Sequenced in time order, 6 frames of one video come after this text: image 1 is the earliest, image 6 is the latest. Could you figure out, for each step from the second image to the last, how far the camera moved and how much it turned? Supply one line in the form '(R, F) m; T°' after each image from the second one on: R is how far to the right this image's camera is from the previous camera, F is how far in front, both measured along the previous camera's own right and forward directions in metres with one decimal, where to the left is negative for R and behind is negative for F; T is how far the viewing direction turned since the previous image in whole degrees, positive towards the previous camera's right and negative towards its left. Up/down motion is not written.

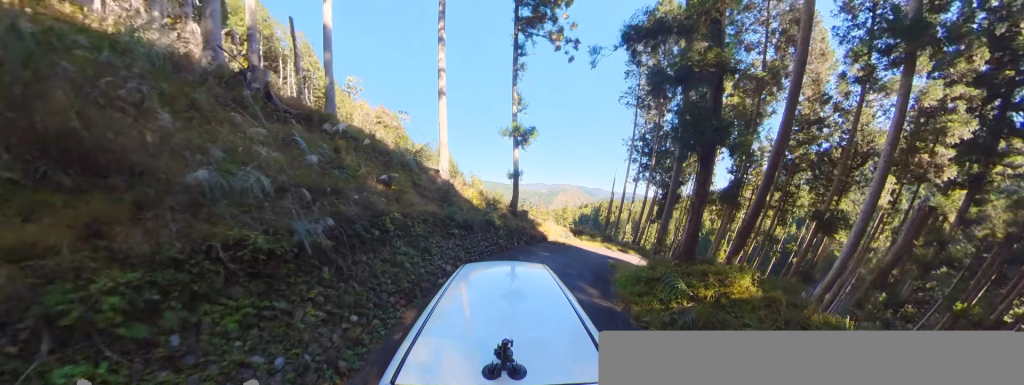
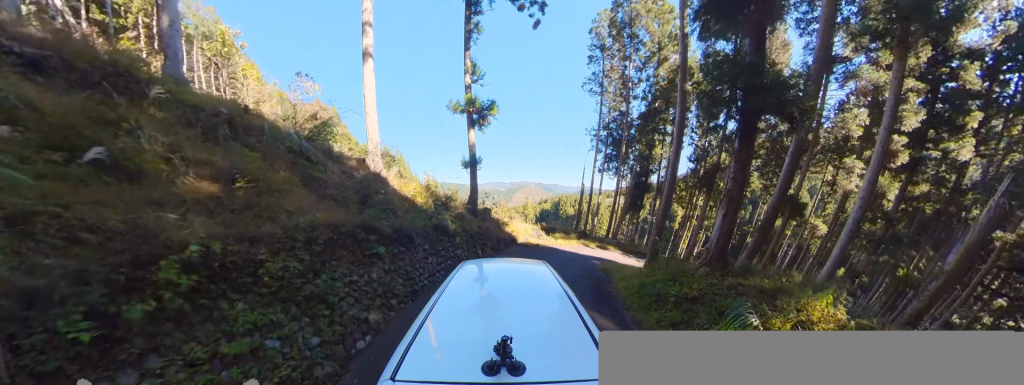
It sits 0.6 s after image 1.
(-0.2, +2.9) m; +8°
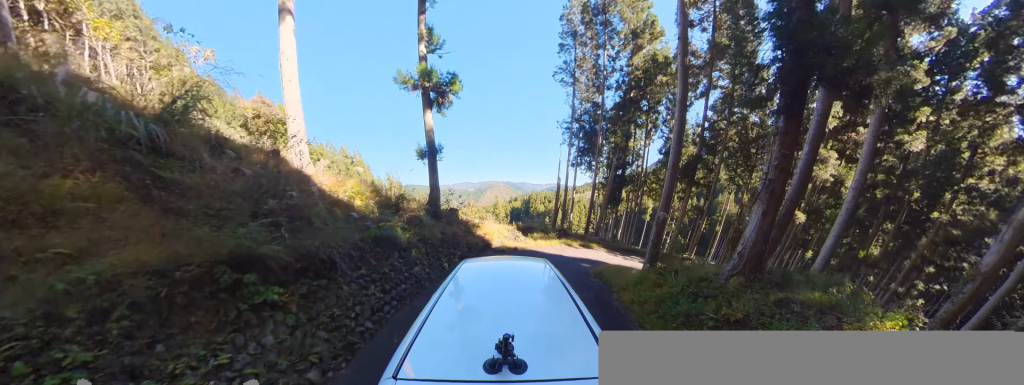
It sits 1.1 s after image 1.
(+0.3, +1.9) m; +19°
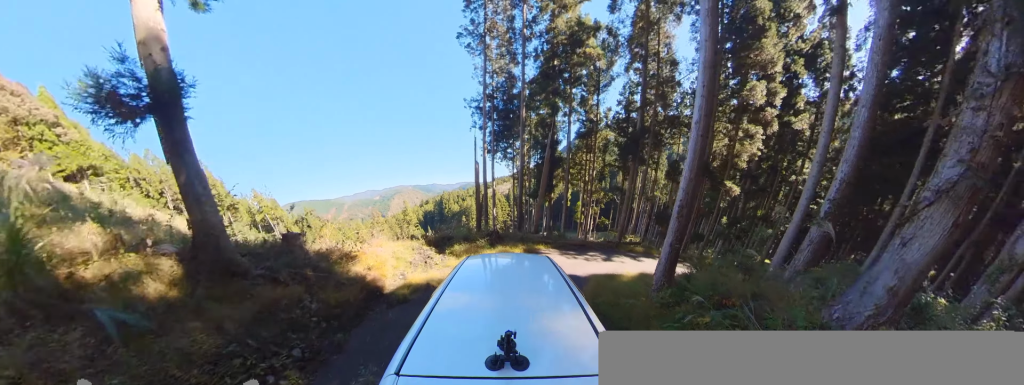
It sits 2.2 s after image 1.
(+2.1, +4.4) m; +37°
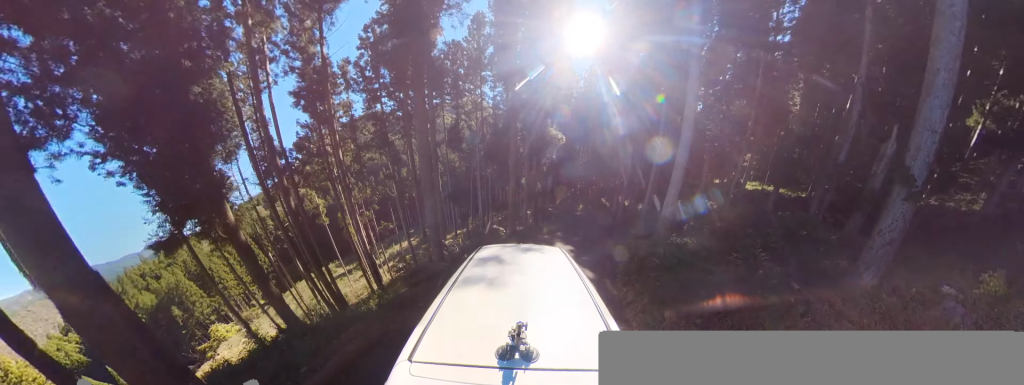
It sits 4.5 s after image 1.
(+0.1, +12.4) m; -10°
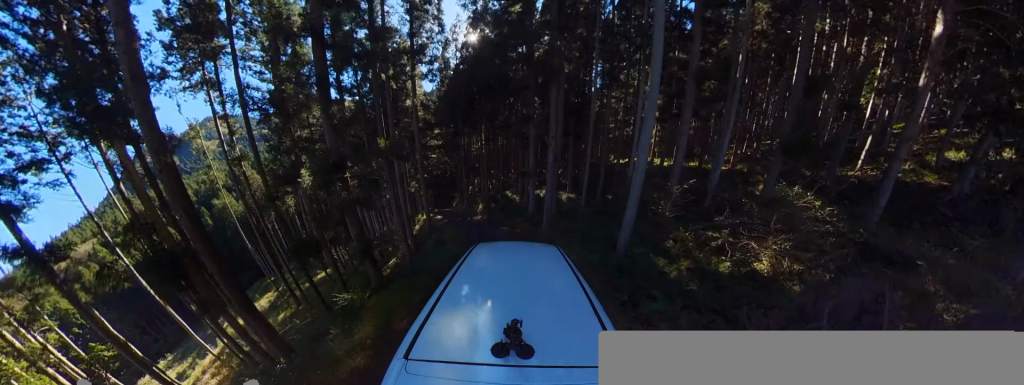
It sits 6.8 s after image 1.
(-2.7, +14.7) m; -18°
